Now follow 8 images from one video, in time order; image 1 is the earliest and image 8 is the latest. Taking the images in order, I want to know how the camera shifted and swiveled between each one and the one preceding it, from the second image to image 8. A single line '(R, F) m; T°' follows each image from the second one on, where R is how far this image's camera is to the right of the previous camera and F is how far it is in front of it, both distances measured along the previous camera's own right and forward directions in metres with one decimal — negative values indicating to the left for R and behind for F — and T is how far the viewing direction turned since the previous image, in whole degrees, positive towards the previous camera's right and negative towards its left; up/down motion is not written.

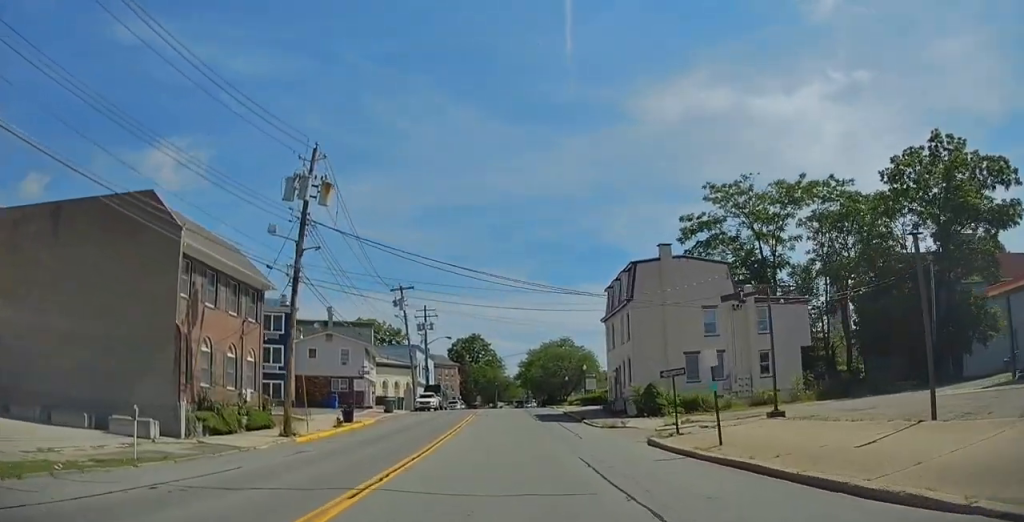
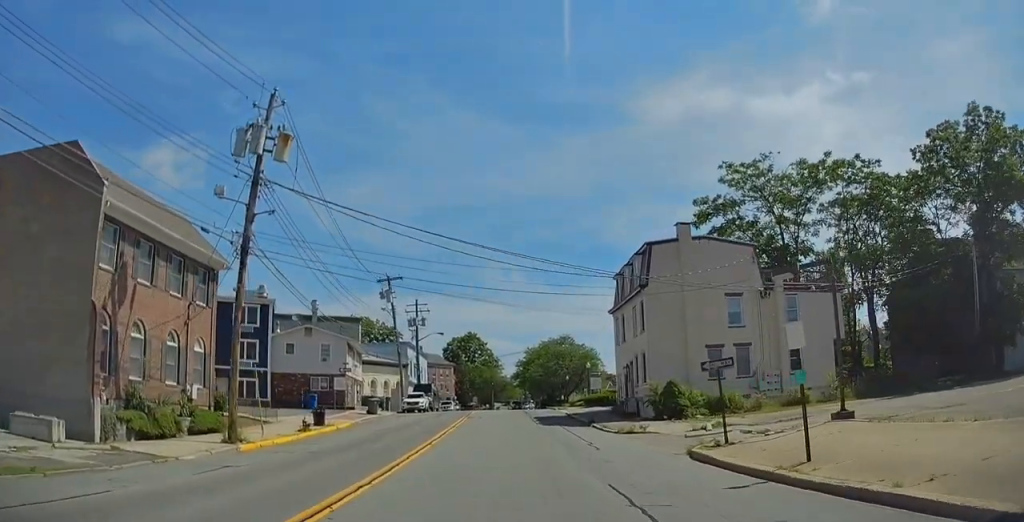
(0.0, +5.2) m; 0°
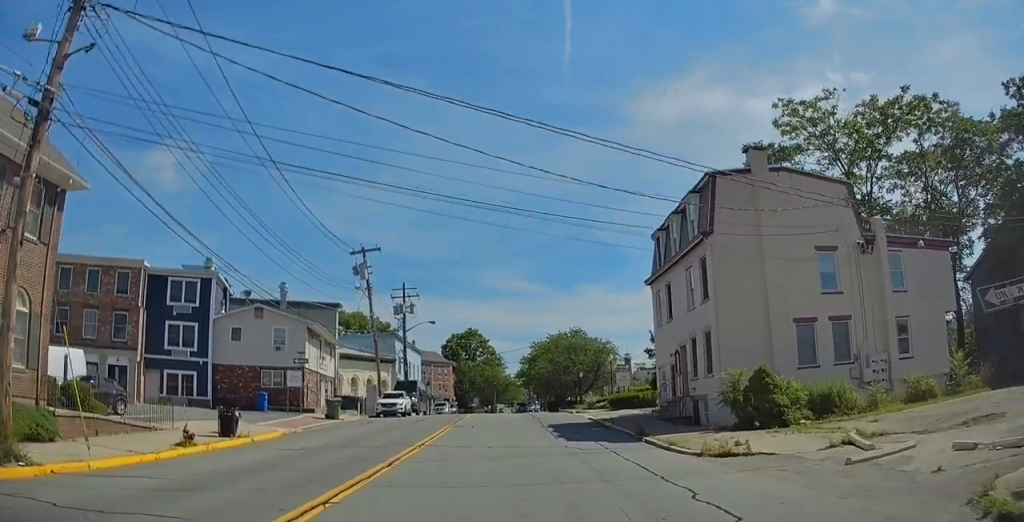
(-0.2, +11.1) m; -2°
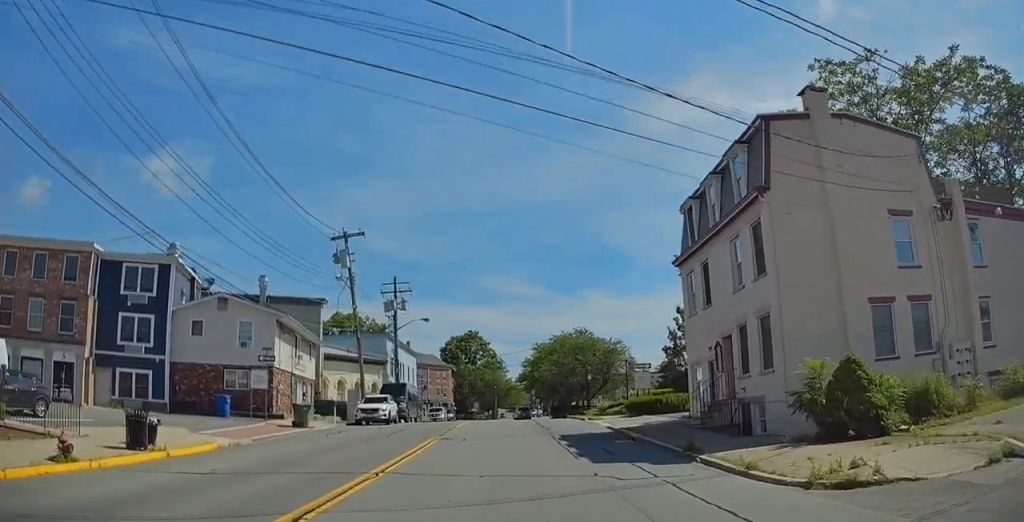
(-0.3, +5.6) m; 0°
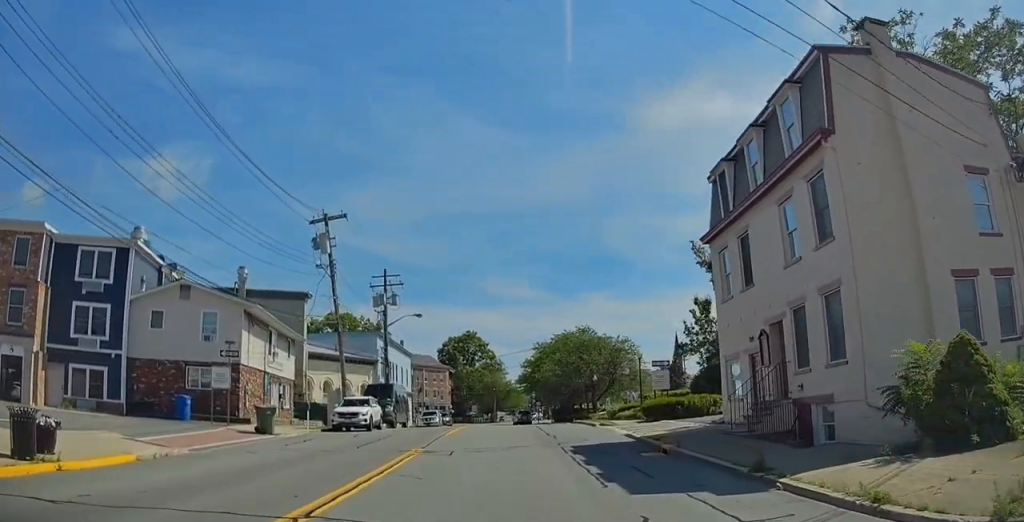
(+0.2, +4.5) m; +1°
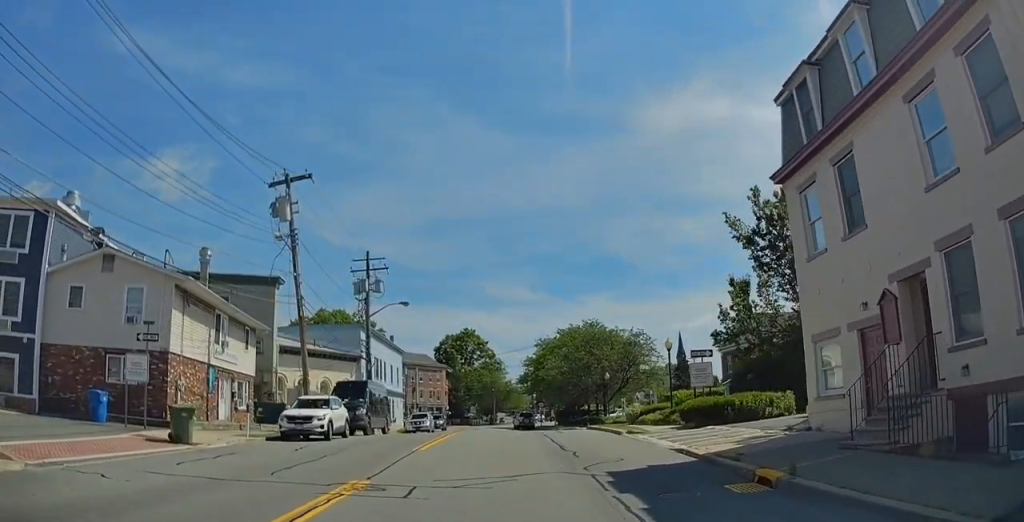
(+0.3, +6.9) m; +1°
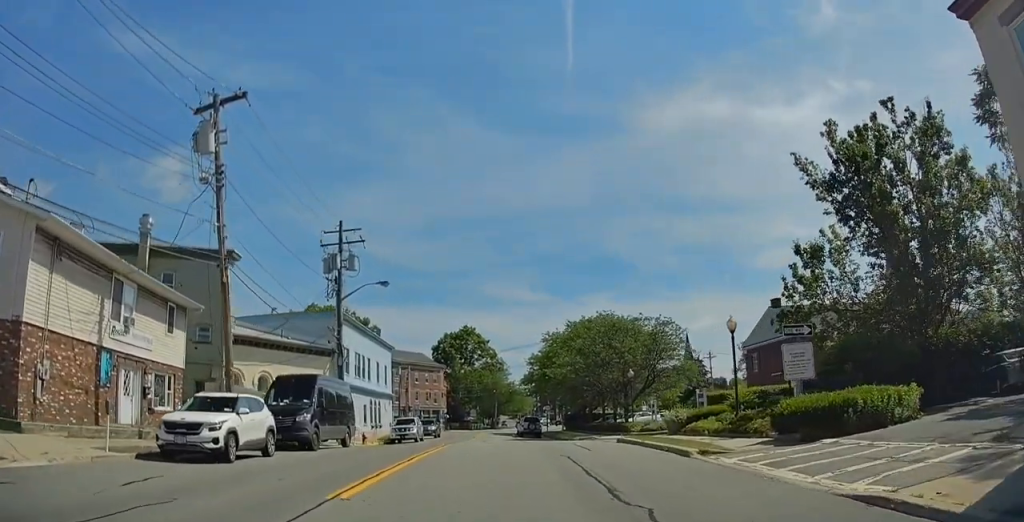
(-0.3, +8.7) m; +2°
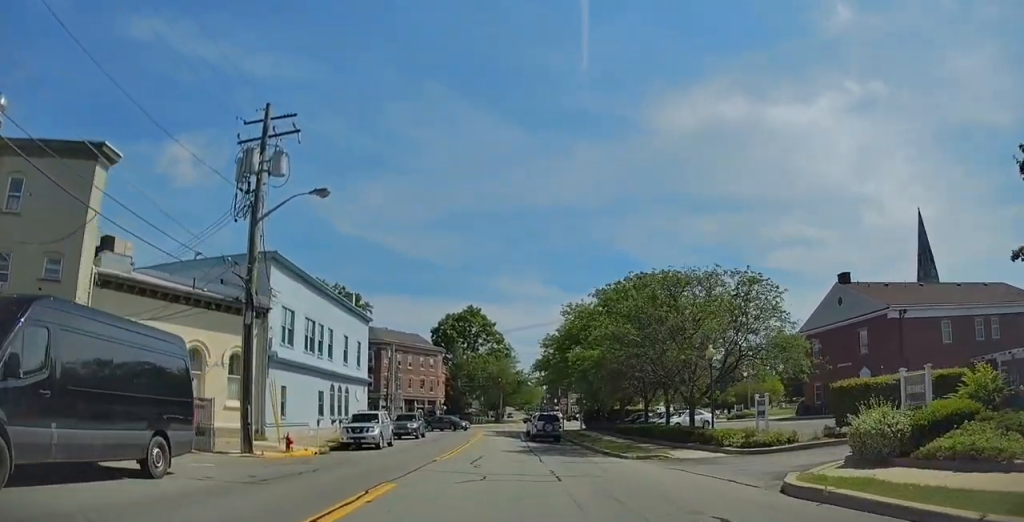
(+0.3, +15.1) m; 0°
